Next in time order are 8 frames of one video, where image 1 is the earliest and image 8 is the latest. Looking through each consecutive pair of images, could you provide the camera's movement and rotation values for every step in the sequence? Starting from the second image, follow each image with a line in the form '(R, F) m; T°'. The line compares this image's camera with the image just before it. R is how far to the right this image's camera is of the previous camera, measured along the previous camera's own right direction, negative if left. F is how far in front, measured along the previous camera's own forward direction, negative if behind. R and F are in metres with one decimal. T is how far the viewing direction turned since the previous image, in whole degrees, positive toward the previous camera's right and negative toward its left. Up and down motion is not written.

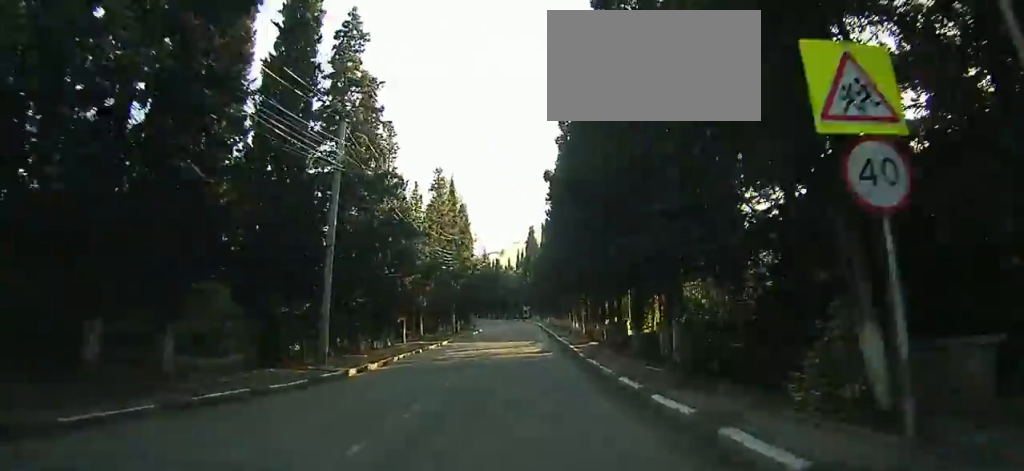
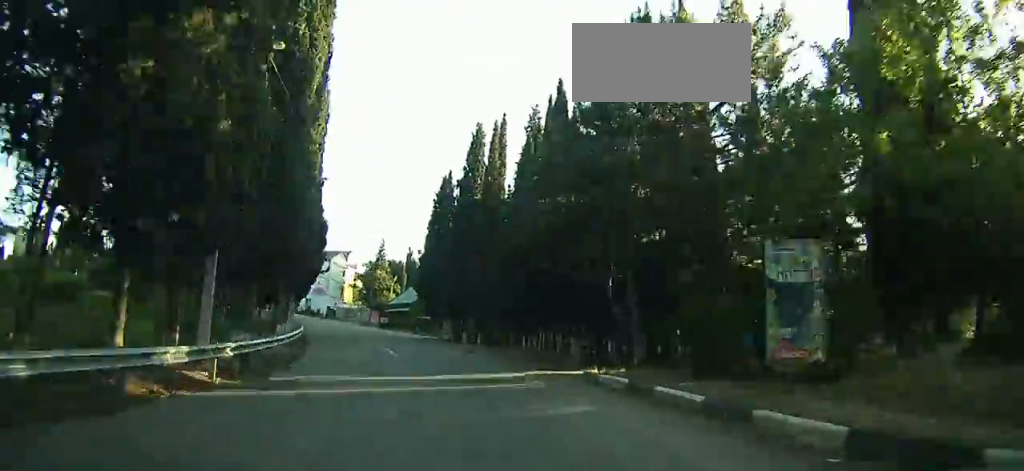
(-2.8, +96.5) m; -13°
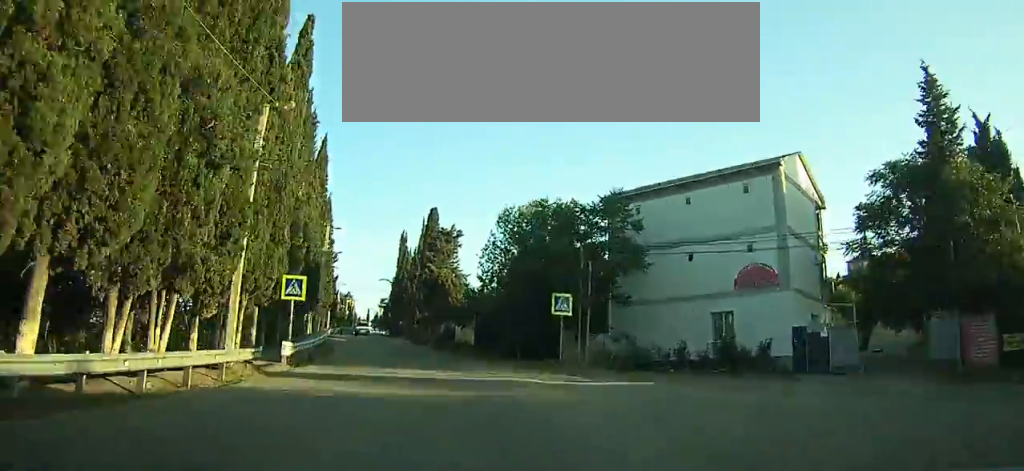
(-21.0, +65.6) m; -37°
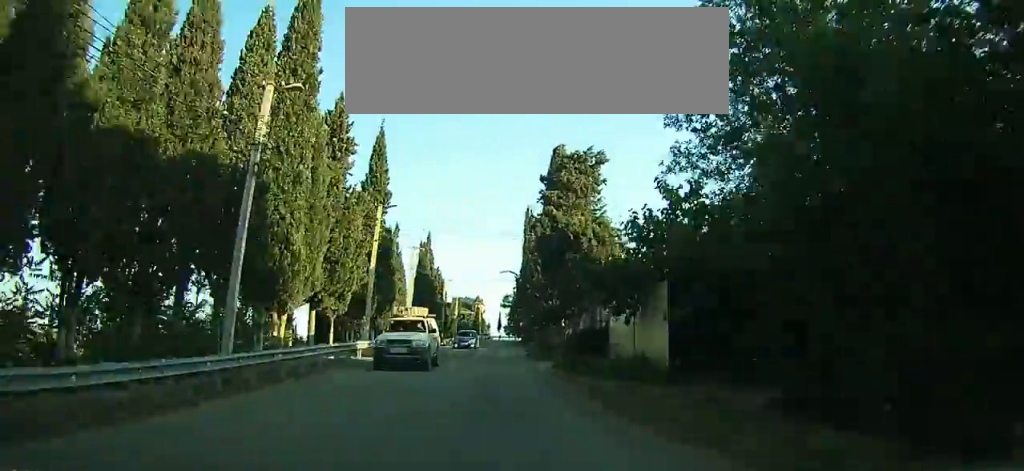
(-2.6, +24.5) m; -12°
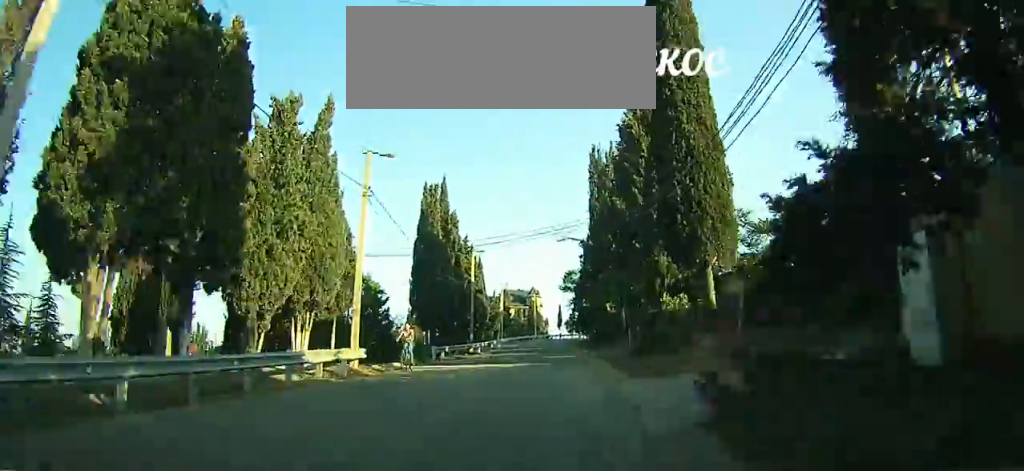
(-2.4, +24.5) m; -4°
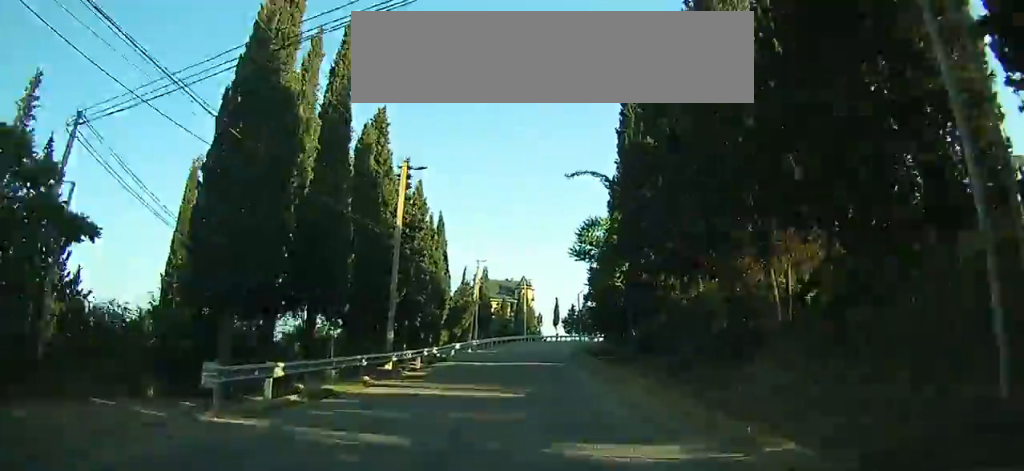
(-0.9, +23.1) m; -2°
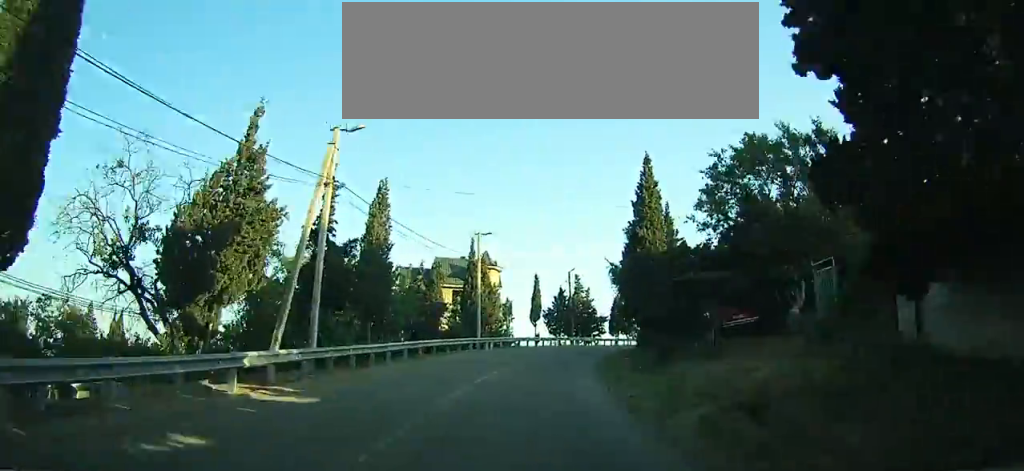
(-0.6, +32.5) m; +2°
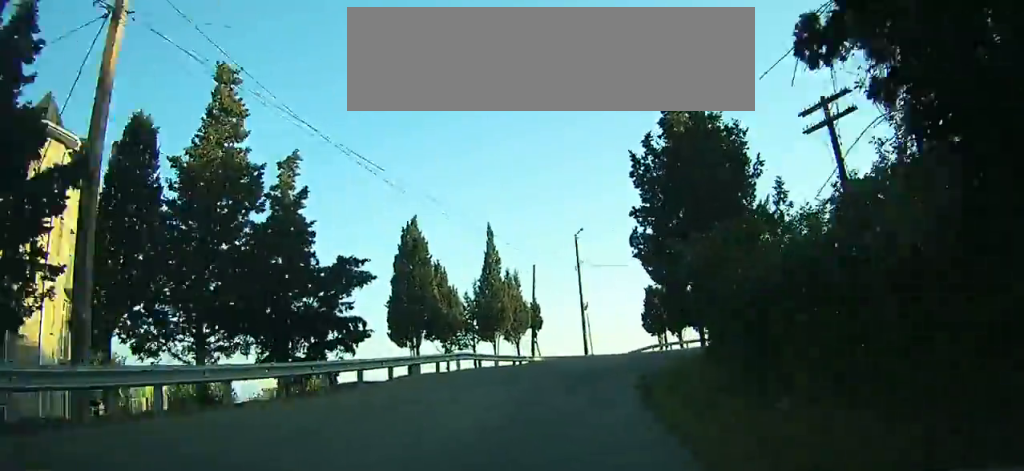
(+5.8, +51.3) m; +17°
